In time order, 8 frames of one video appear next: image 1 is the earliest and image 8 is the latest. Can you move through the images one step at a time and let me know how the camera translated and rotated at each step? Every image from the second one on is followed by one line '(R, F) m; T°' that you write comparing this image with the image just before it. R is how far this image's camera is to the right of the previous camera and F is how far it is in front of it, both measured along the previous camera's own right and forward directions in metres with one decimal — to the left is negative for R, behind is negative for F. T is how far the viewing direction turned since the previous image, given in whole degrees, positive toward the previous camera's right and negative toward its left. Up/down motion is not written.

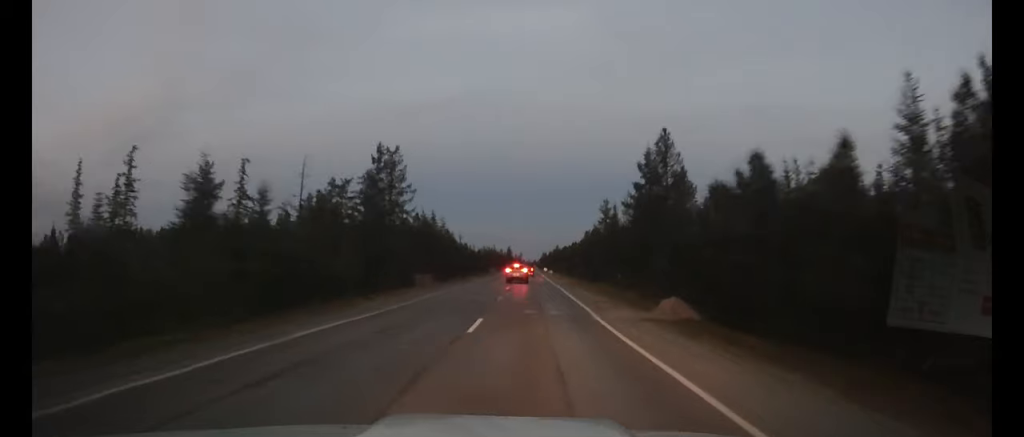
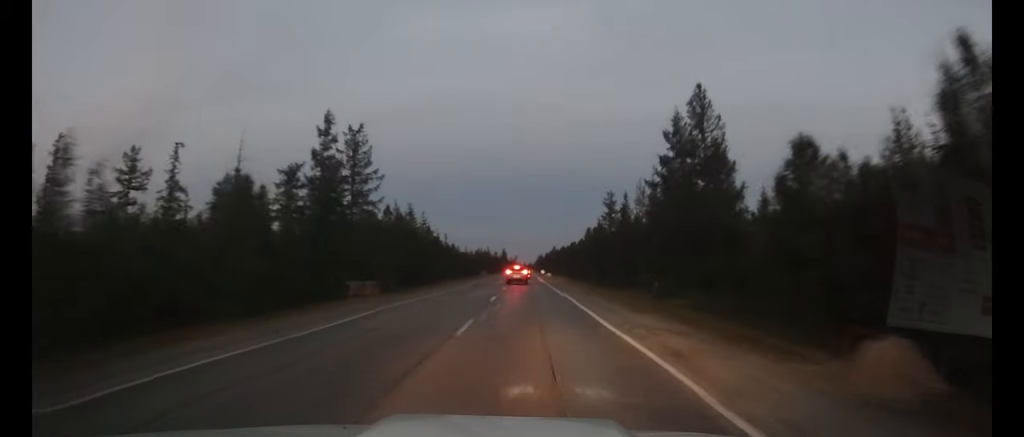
(0.0, +12.7) m; 0°
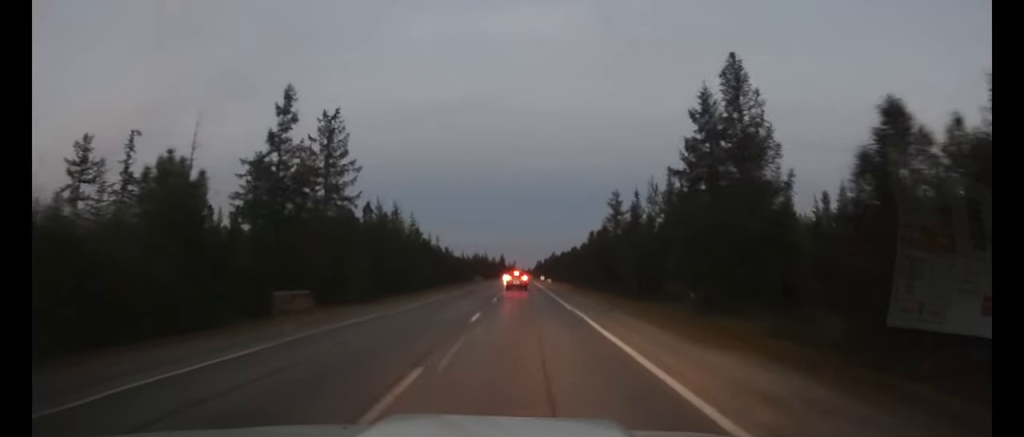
(0.0, +7.3) m; 0°
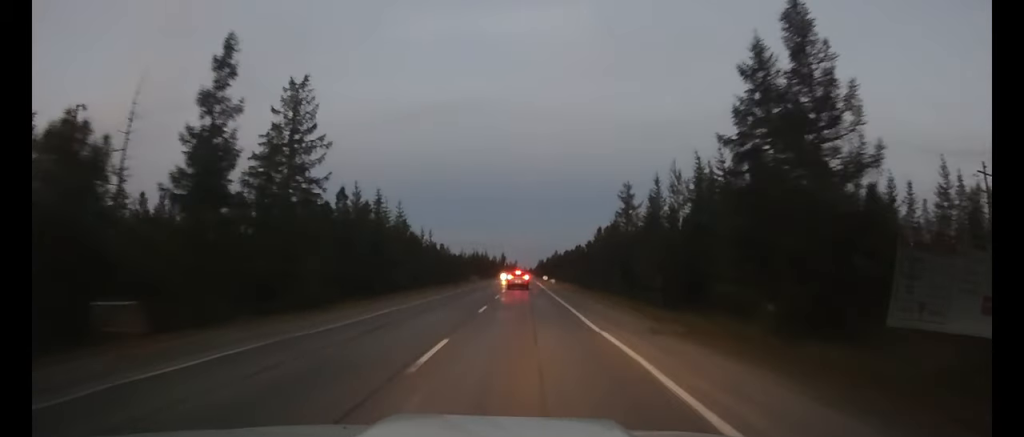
(0.0, +8.3) m; 0°
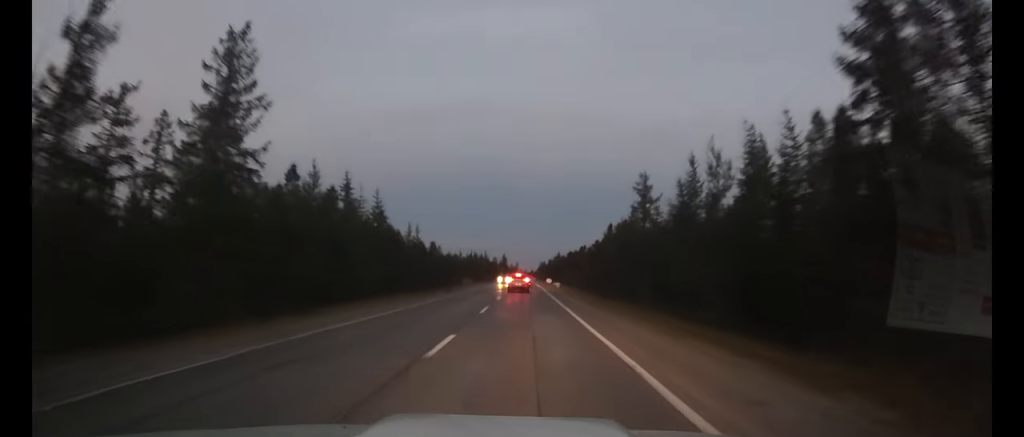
(0.0, +10.6) m; 0°
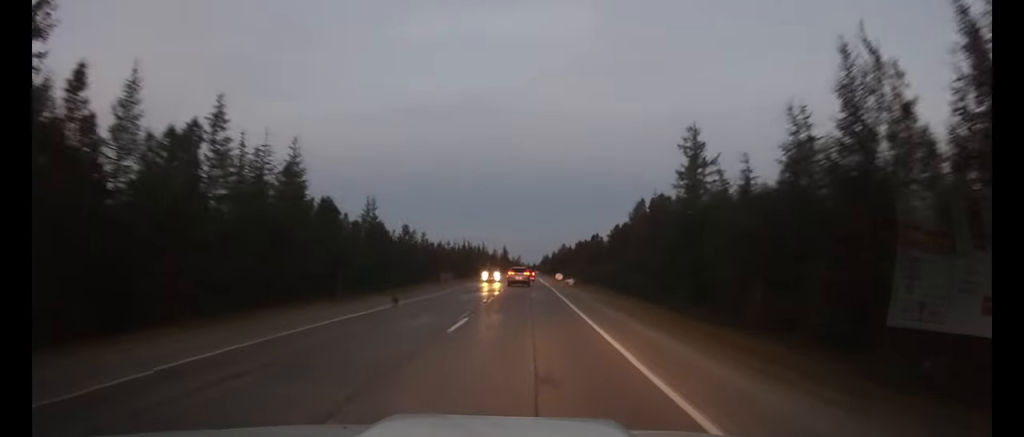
(0.0, +21.1) m; 0°
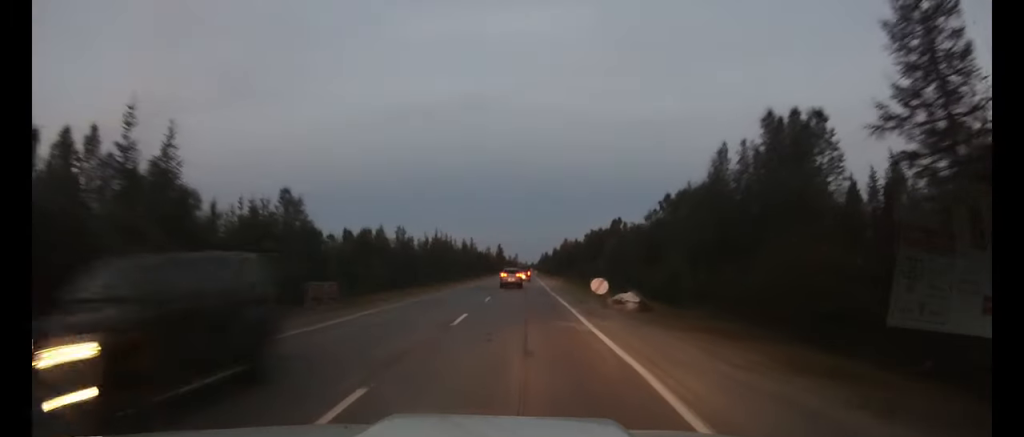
(-0.1, +34.2) m; 0°
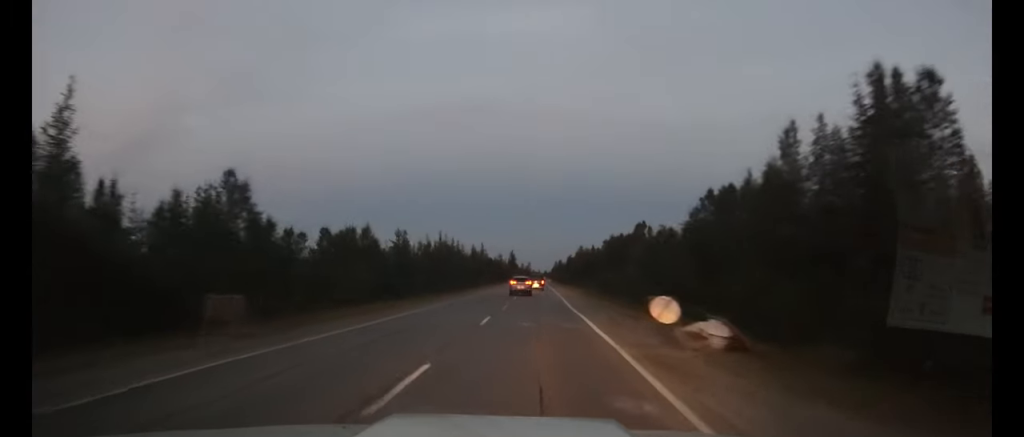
(0.0, +9.0) m; 0°
